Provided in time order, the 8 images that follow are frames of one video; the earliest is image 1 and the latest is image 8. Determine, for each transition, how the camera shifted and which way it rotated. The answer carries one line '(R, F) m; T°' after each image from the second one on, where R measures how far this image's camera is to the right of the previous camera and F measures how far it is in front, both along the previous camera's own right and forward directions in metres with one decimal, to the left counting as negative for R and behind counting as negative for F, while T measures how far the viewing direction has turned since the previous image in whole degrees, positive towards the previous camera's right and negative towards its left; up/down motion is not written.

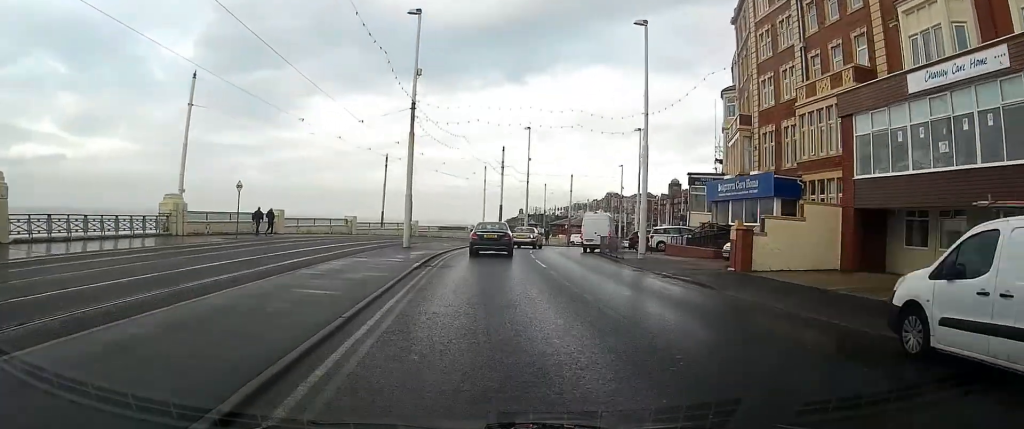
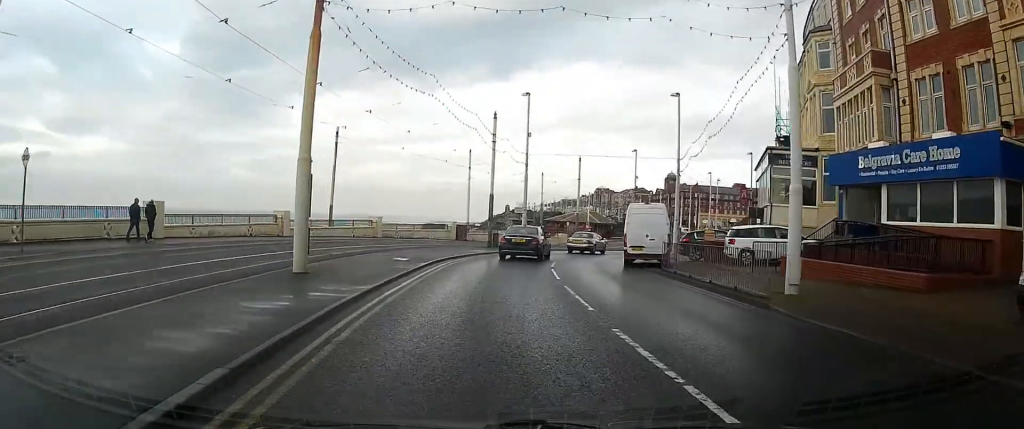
(+0.3, +15.2) m; +2°
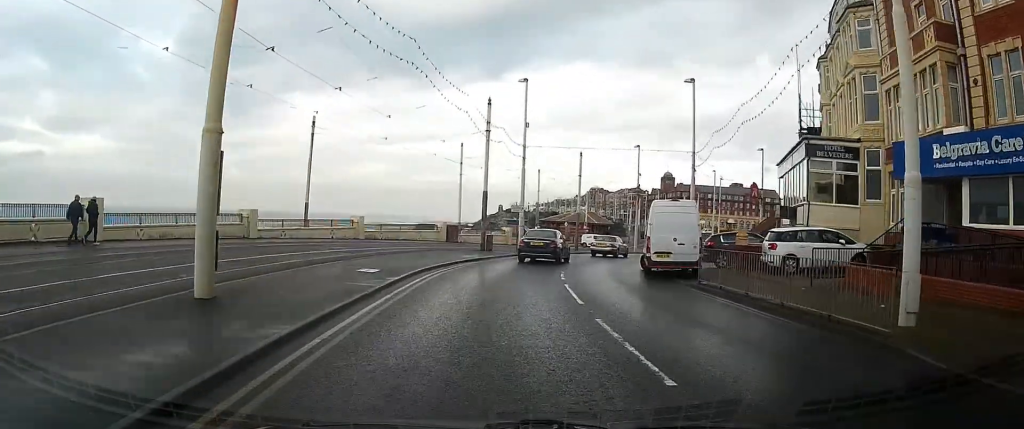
(0.0, +4.4) m; +1°
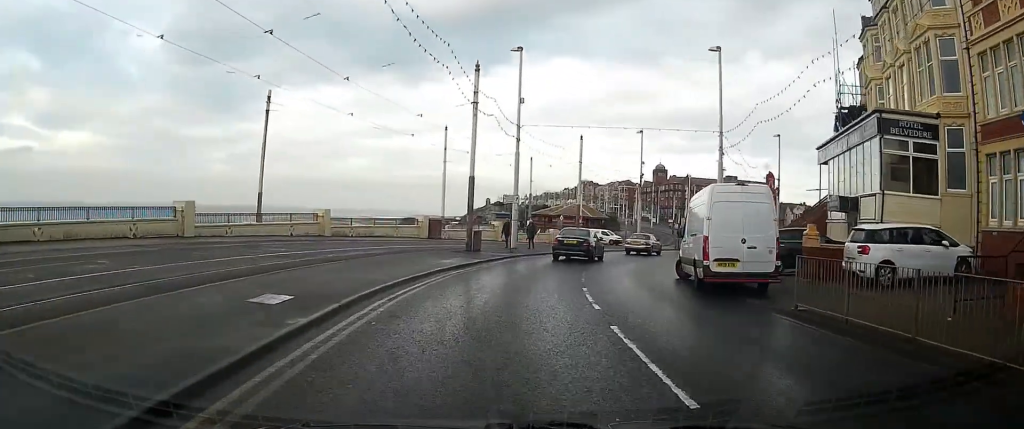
(+0.1, +6.3) m; +1°
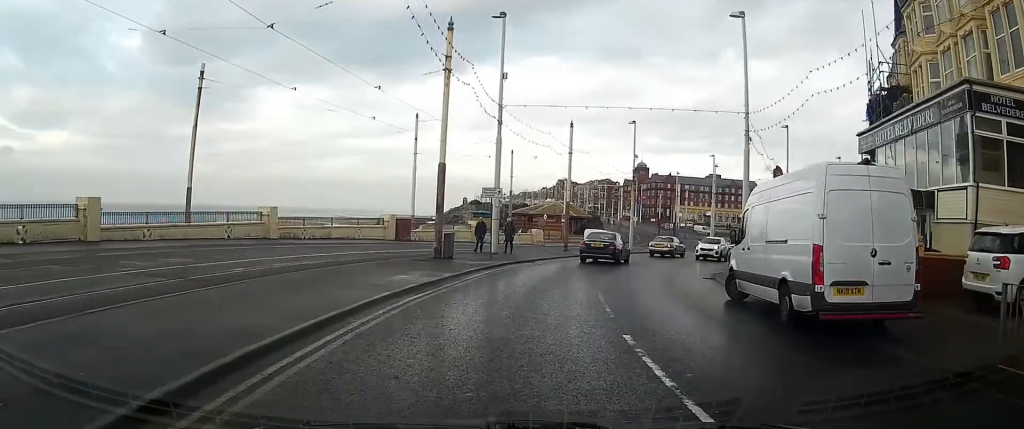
(+0.1, +5.9) m; +2°
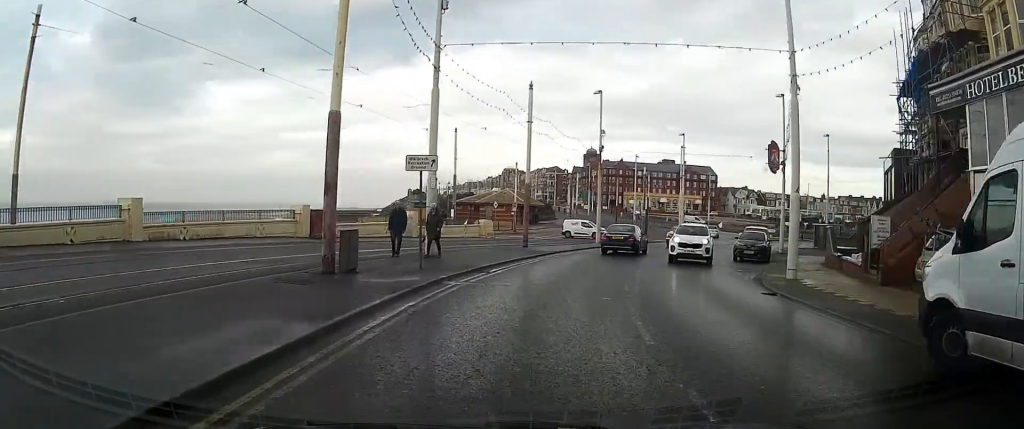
(+0.1, +8.6) m; +6°
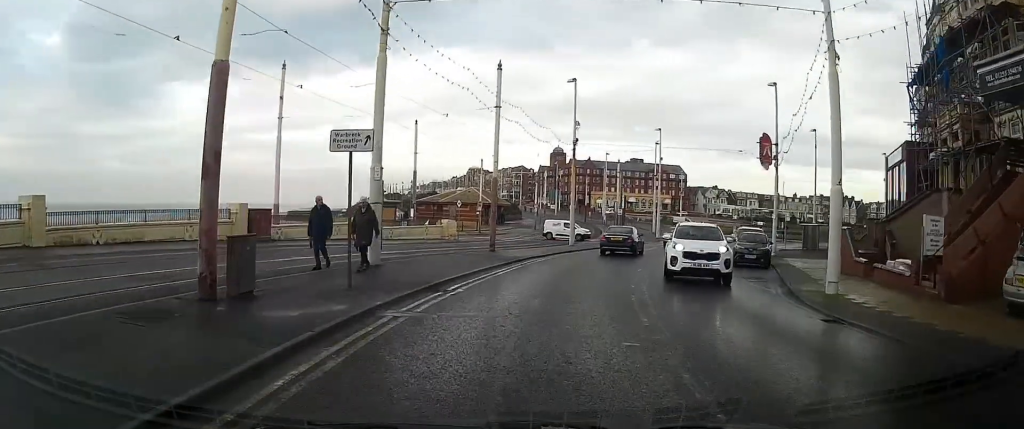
(+0.3, +4.1) m; +5°
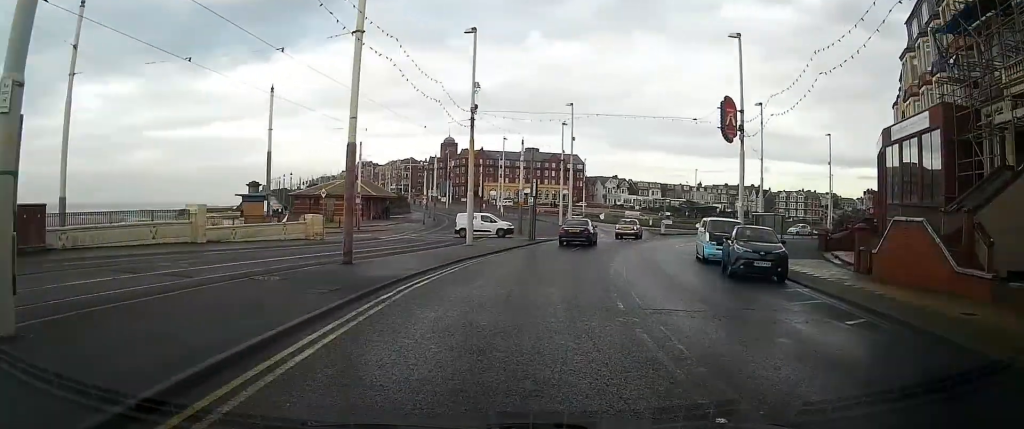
(+1.1, +10.3) m; +11°
